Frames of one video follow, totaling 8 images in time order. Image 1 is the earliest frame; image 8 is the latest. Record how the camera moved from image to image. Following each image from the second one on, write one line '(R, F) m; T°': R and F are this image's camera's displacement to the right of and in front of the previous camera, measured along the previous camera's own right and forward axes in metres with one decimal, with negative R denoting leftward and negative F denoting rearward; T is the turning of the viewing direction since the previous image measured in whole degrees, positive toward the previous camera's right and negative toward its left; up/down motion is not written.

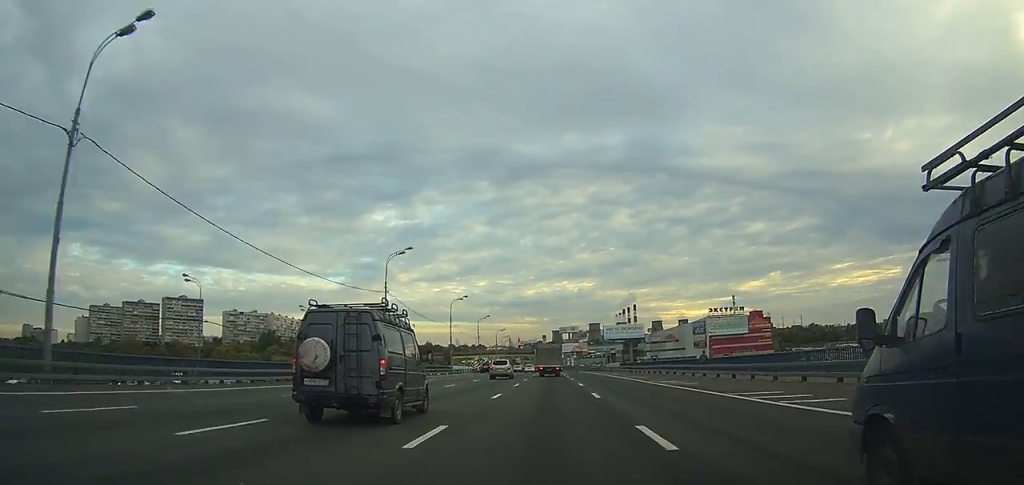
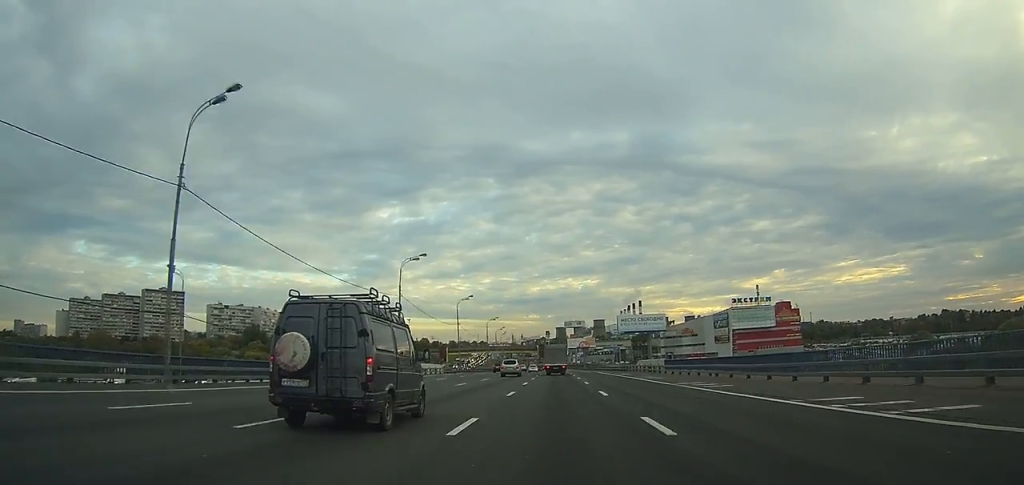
(+0.1, +34.0) m; 0°
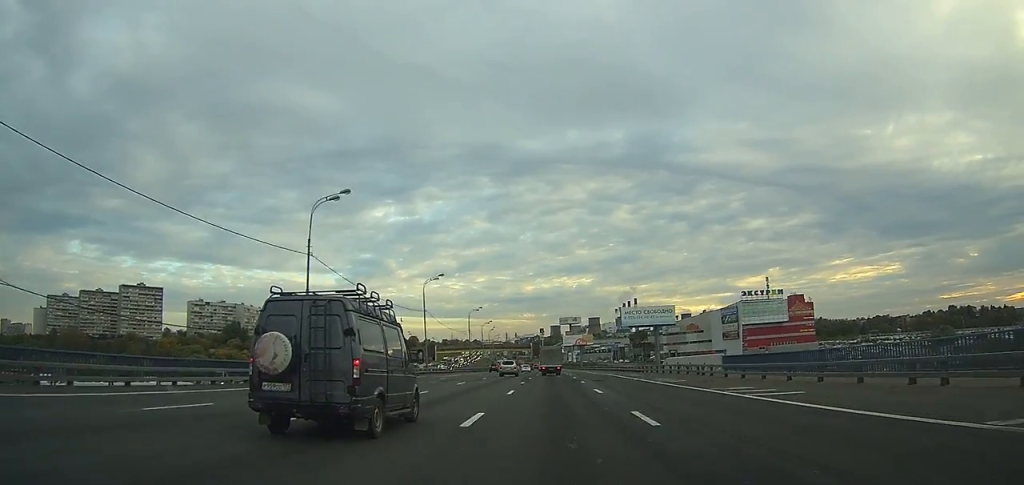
(0.0, +22.2) m; 0°
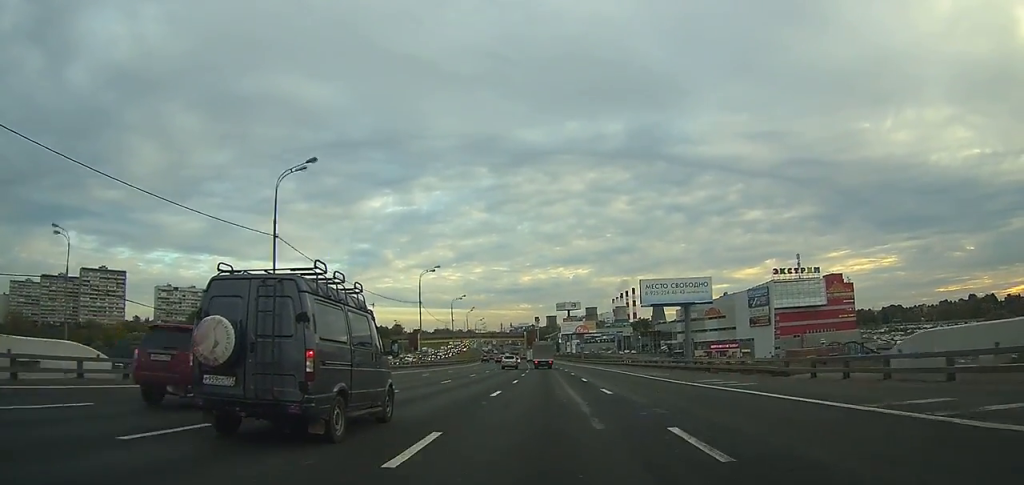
(+0.2, +41.7) m; 0°
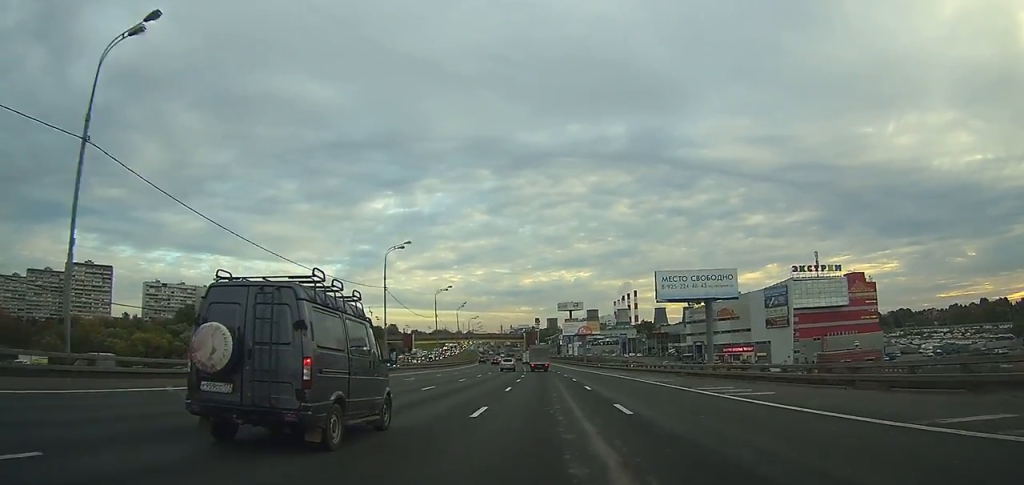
(0.0, +17.0) m; 0°
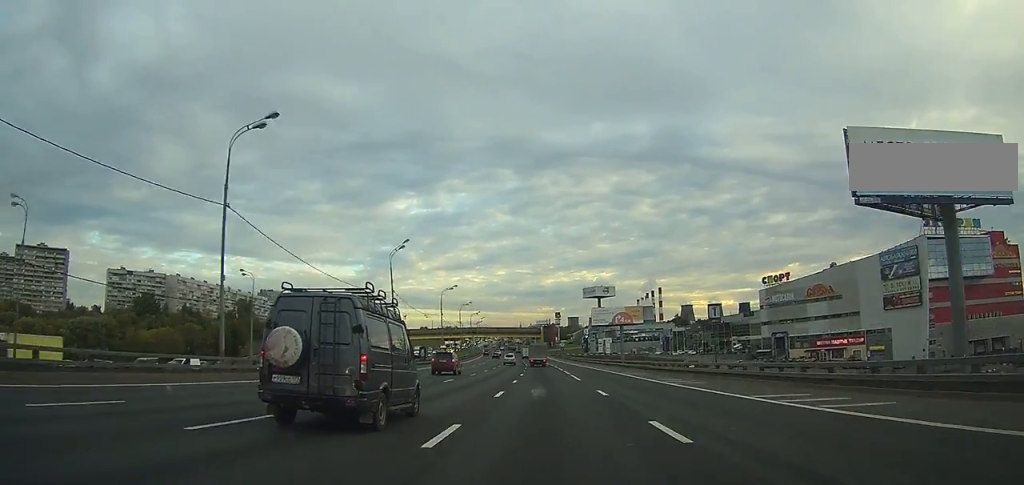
(-0.5, +66.4) m; -1°
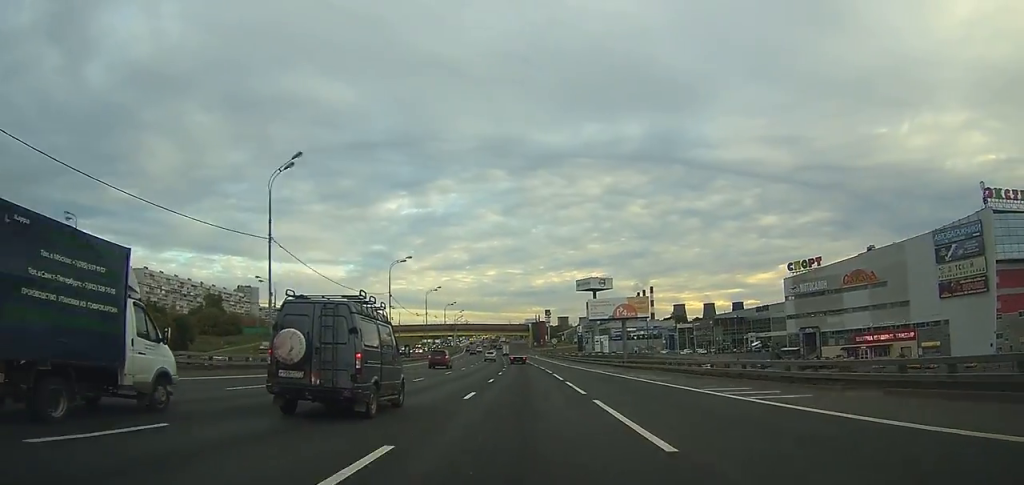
(-0.1, +26.8) m; 0°
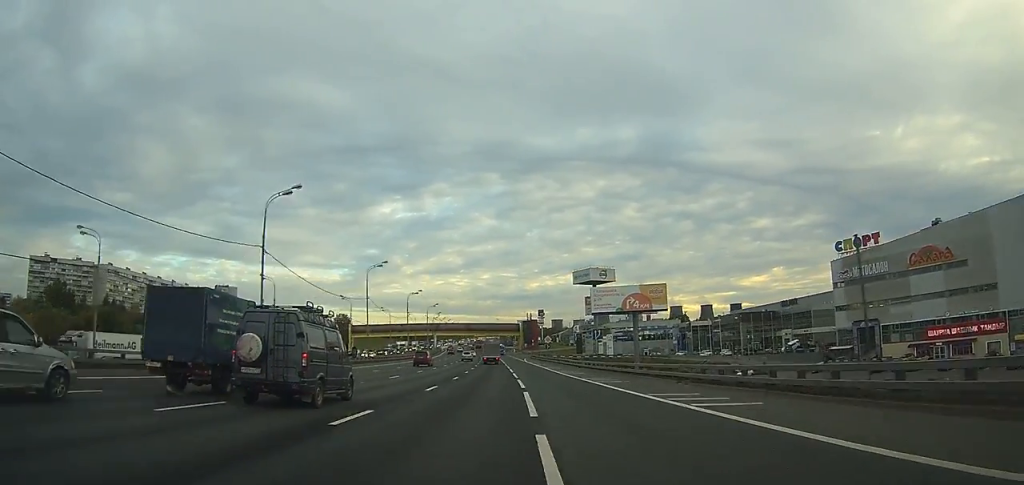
(0.0, +31.0) m; 0°
